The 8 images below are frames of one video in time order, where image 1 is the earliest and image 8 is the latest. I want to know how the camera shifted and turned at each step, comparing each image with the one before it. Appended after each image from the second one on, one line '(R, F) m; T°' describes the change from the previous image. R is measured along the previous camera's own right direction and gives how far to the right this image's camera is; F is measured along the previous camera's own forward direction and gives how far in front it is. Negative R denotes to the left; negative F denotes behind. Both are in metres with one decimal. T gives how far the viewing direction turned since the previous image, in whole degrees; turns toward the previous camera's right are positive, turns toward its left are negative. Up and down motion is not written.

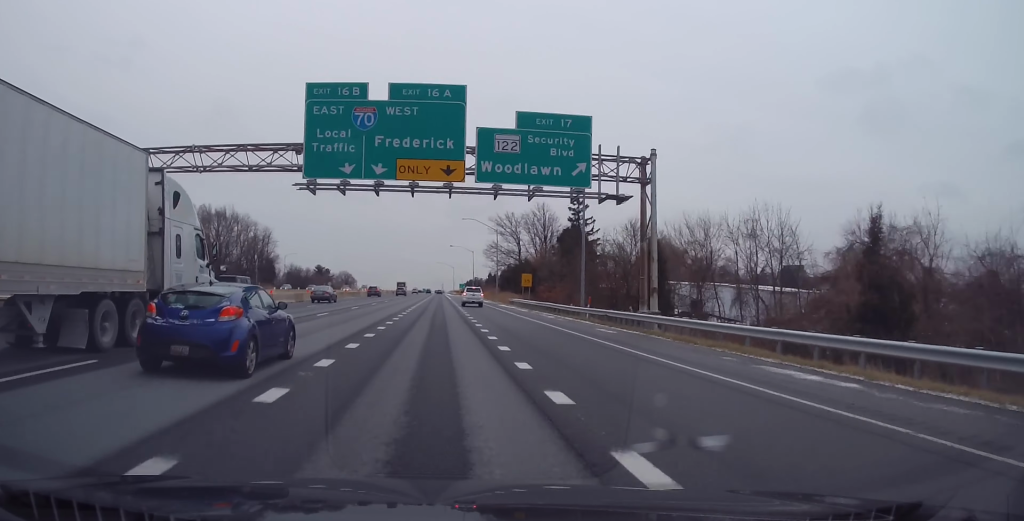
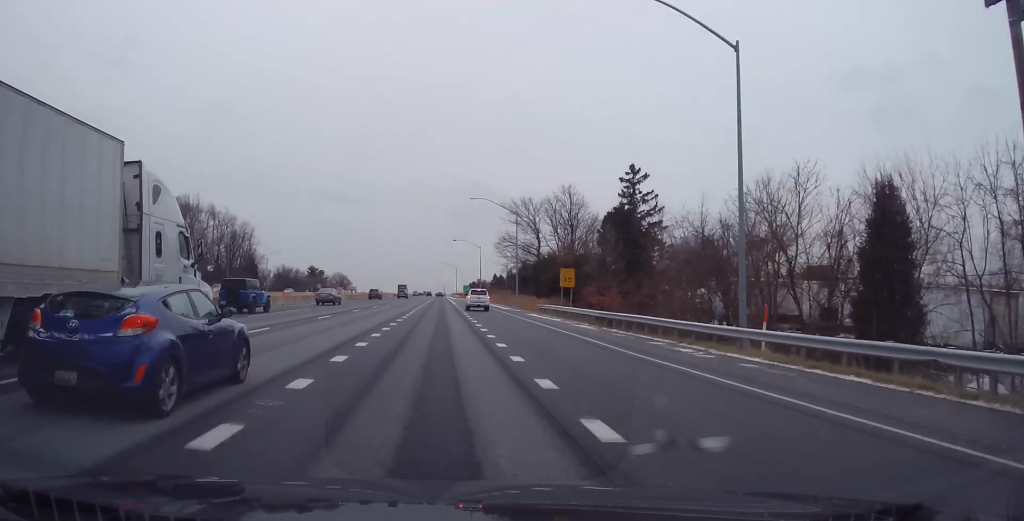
(0.0, +24.0) m; 0°
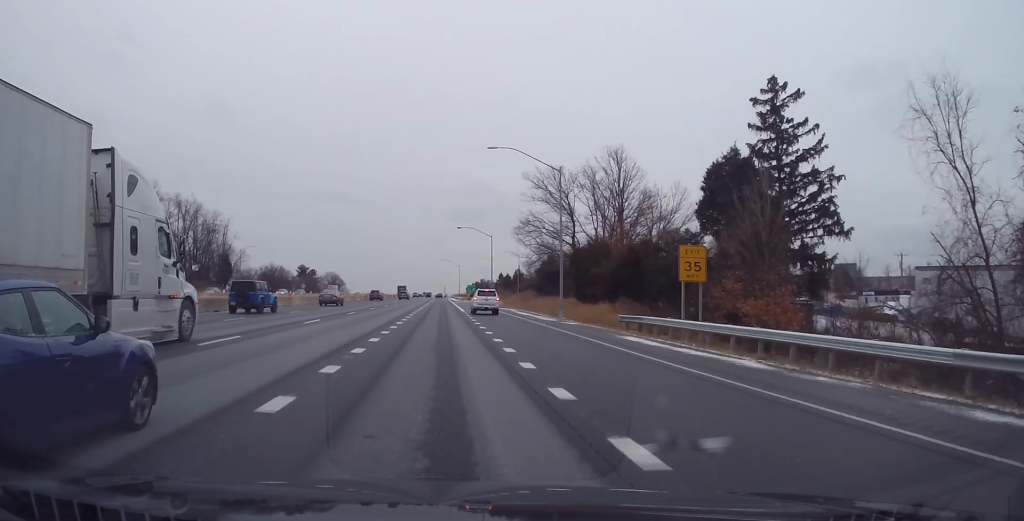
(0.0, +26.5) m; 0°
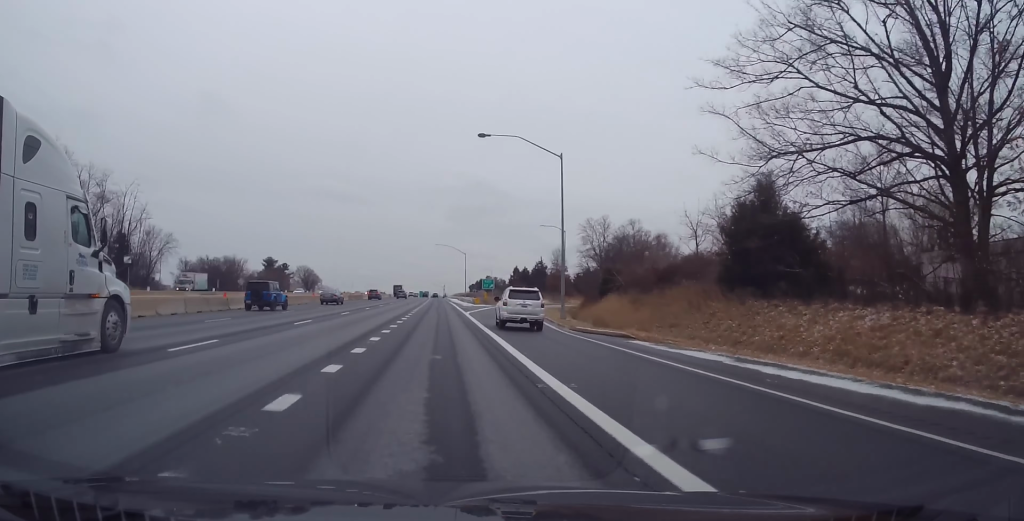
(0.0, +61.5) m; 0°
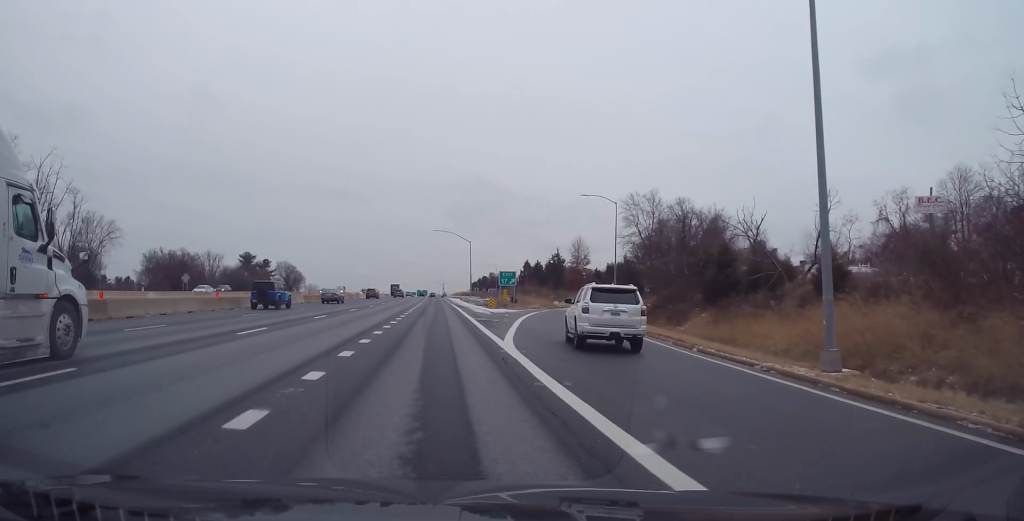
(0.0, +31.0) m; 0°
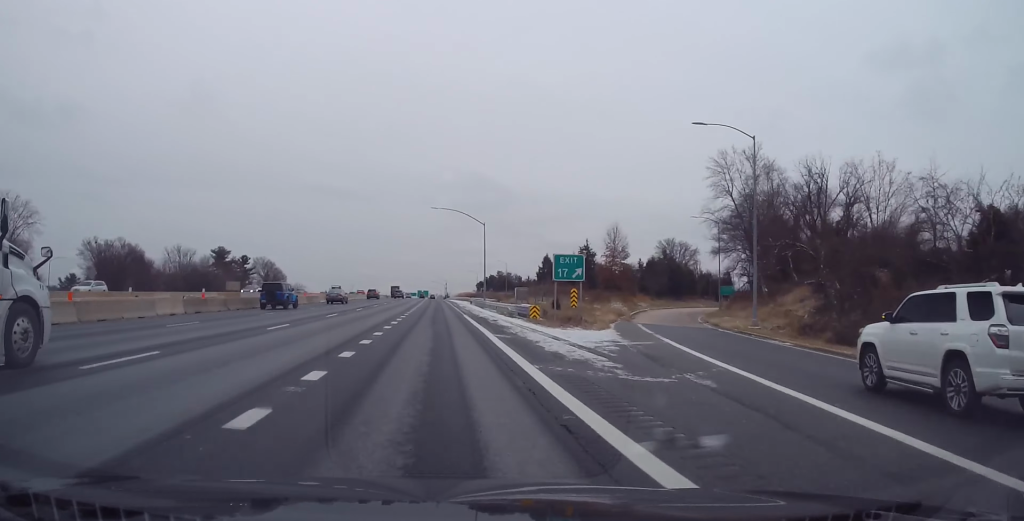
(-0.1, +32.5) m; 0°
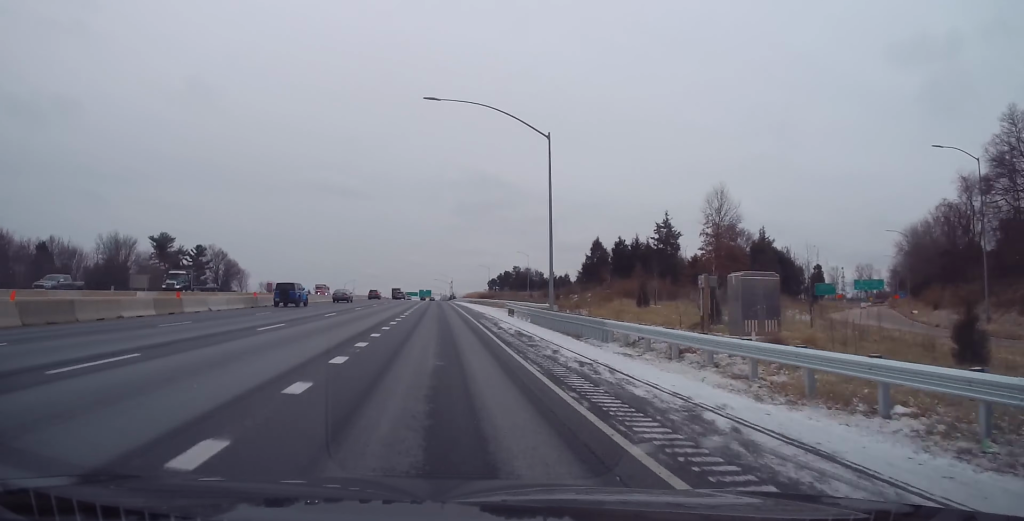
(-0.1, +48.3) m; 0°
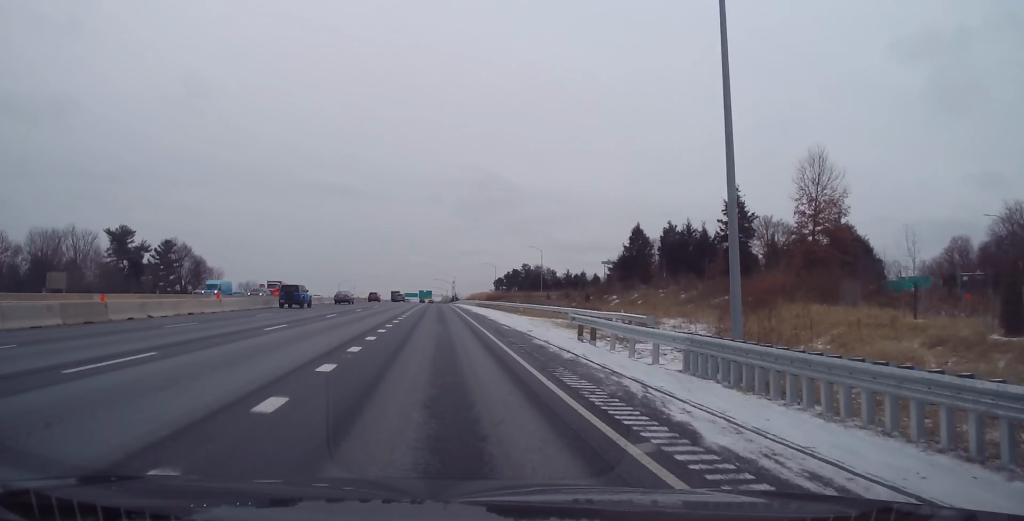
(+0.2, +23.0) m; 0°
